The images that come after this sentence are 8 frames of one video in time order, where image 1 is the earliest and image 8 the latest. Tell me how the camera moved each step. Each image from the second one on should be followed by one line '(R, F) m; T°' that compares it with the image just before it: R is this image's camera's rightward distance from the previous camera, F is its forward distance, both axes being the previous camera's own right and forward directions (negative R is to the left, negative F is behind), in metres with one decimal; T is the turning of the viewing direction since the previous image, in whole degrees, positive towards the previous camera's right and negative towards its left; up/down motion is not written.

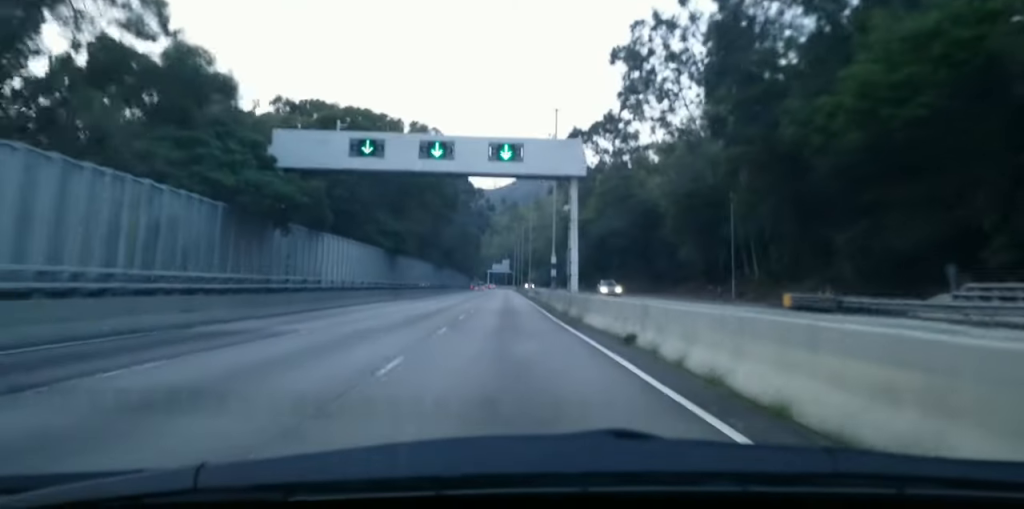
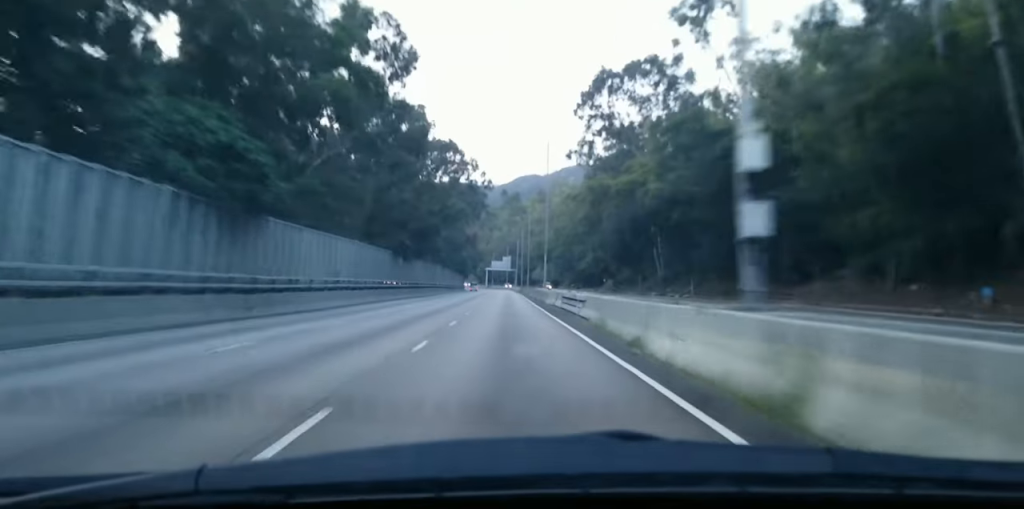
(-0.3, +39.9) m; 0°
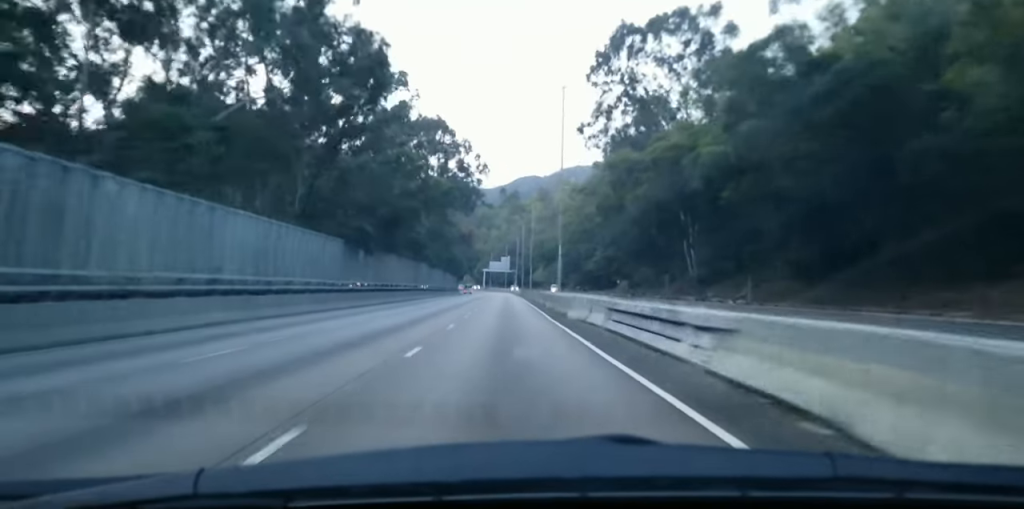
(+0.1, +19.0) m; 0°
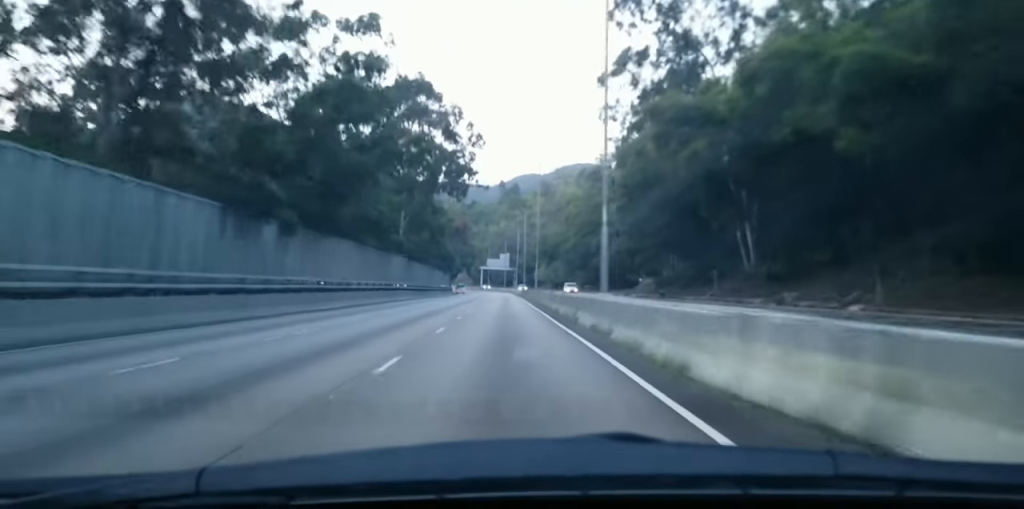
(-0.1, +21.1) m; -1°
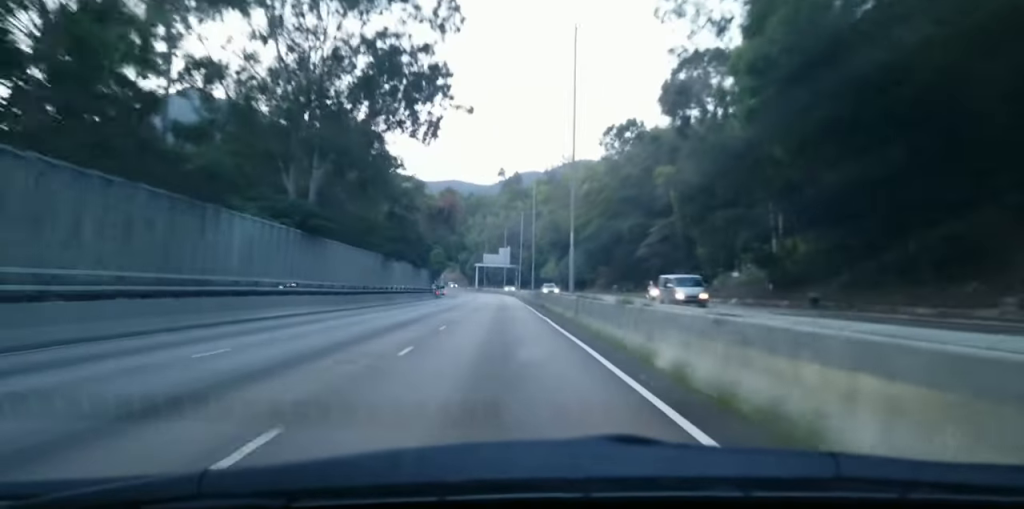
(+0.1, +41.6) m; +1°
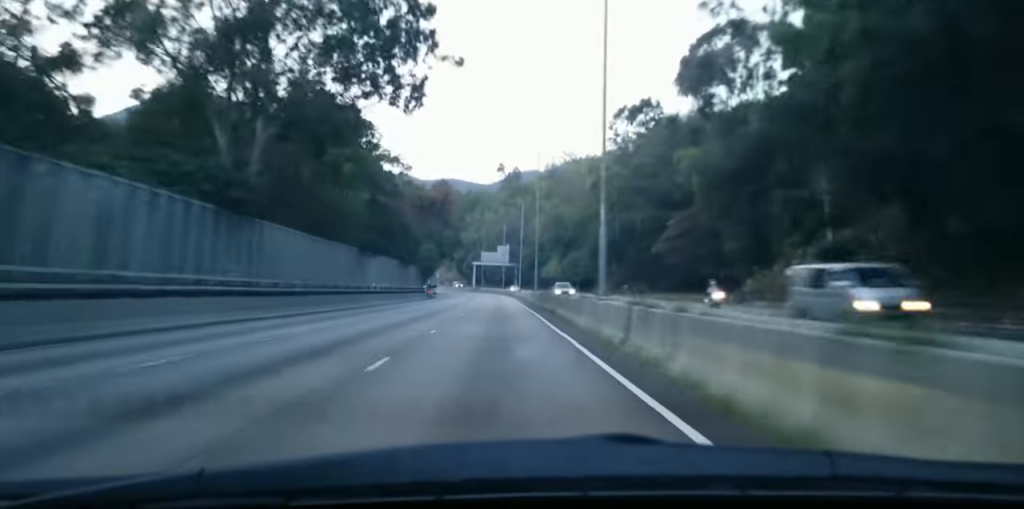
(0.0, +11.7) m; 0°
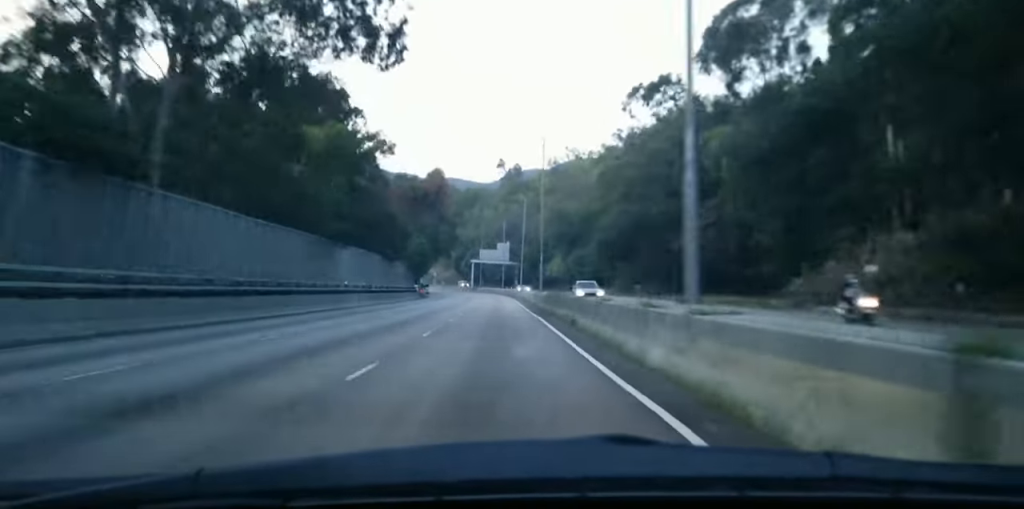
(0.0, +10.7) m; 0°
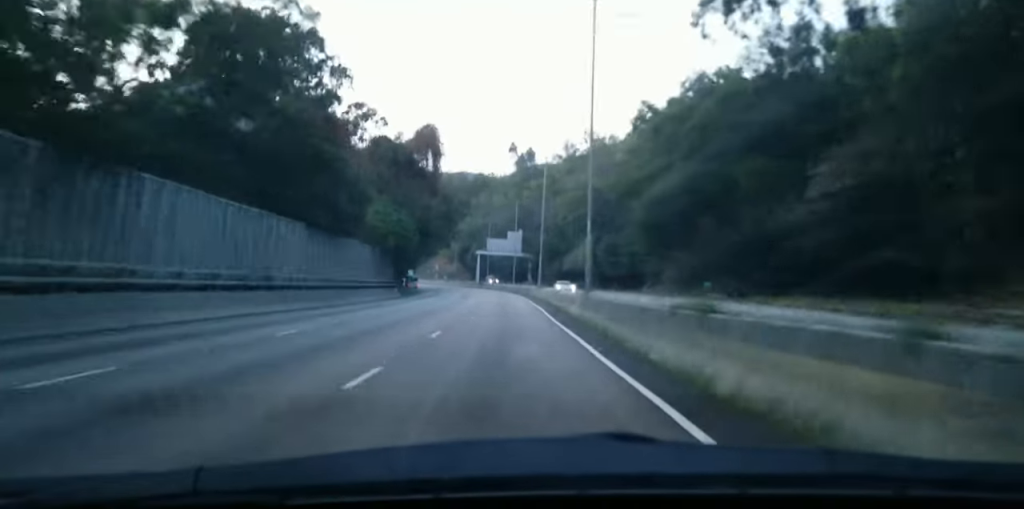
(0.0, +27.3) m; -1°
